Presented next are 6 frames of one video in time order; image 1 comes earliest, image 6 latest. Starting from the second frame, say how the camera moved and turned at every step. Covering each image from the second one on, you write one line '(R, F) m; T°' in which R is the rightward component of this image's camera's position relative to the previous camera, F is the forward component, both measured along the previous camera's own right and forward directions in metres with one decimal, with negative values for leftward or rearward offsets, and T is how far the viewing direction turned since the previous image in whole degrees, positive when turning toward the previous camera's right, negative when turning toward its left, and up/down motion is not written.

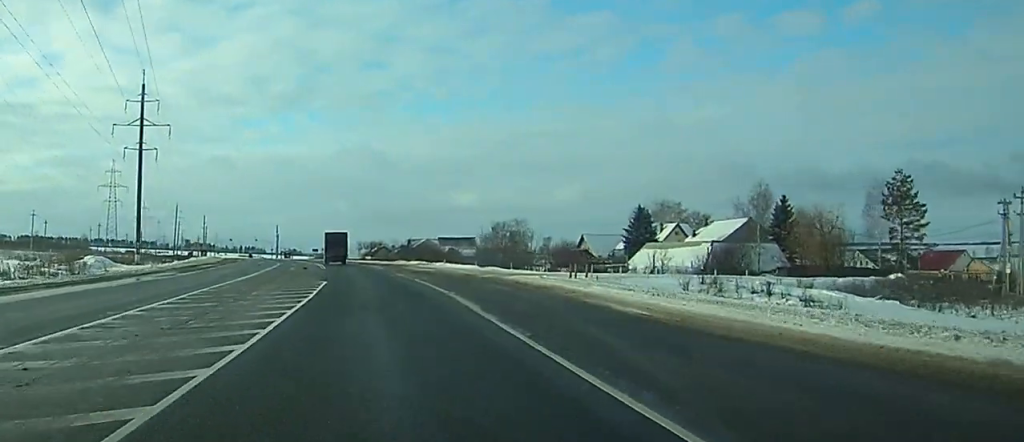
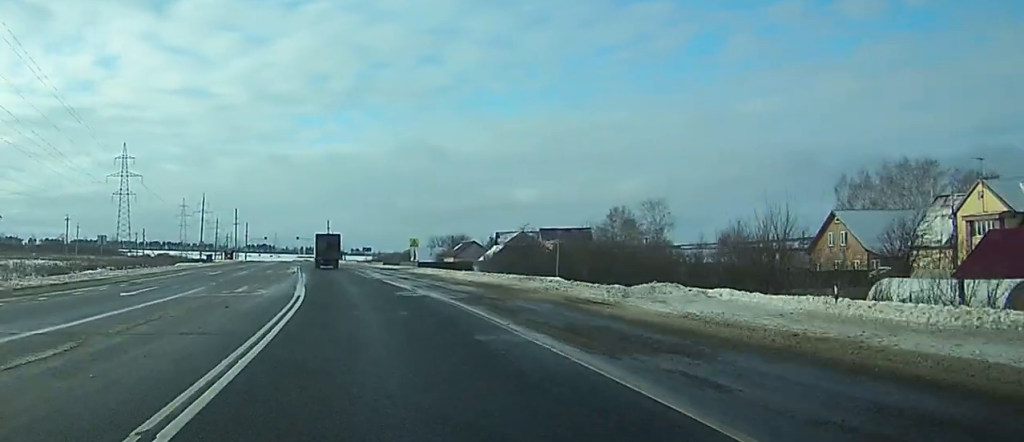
(-2.0, +72.3) m; -3°
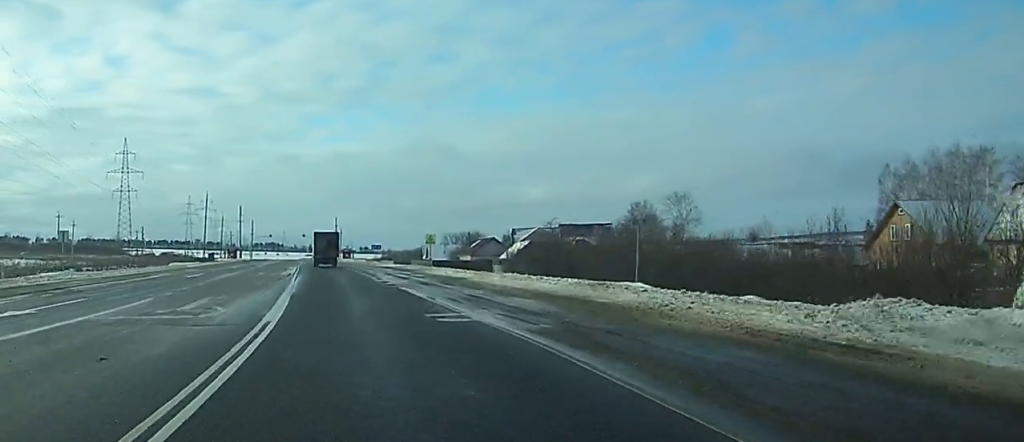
(0.0, +10.4) m; 0°
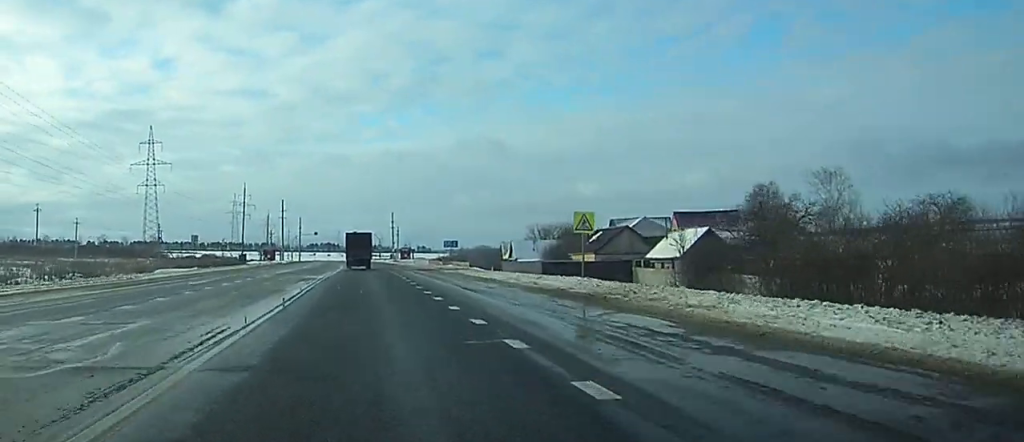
(-0.8, +38.1) m; -3°
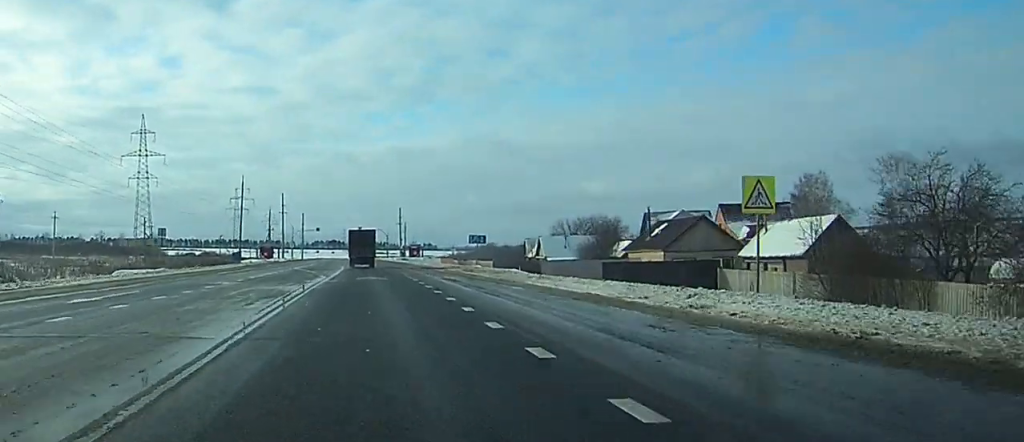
(-0.2, +16.5) m; -1°
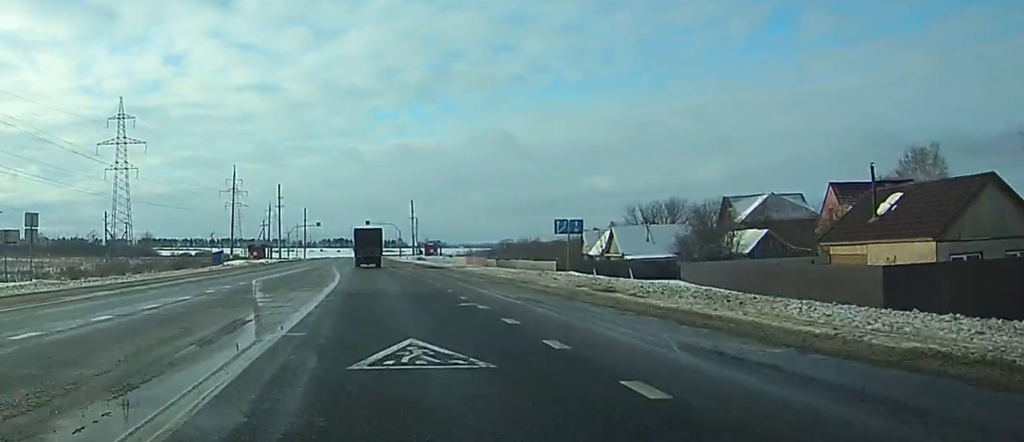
(-0.3, +29.7) m; -1°
